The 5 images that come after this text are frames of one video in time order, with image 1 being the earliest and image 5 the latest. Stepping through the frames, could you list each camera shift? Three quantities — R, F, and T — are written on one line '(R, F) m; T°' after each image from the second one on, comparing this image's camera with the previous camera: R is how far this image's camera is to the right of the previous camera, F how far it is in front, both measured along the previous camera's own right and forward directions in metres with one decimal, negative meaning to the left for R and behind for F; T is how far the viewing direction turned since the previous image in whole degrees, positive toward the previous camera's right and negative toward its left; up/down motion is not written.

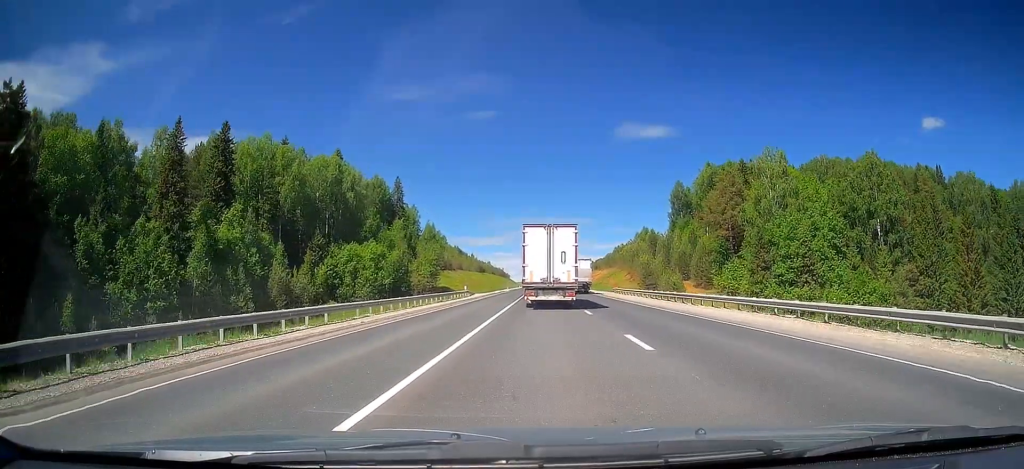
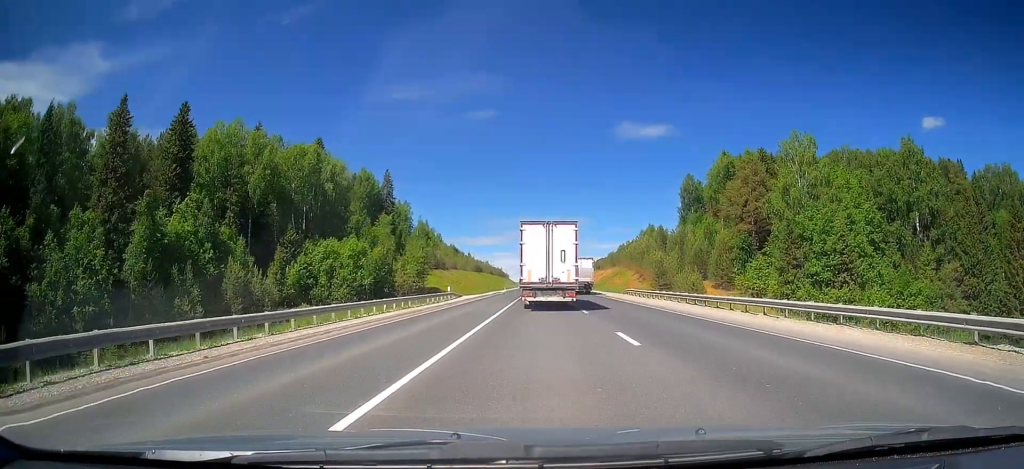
(+0.1, +11.5) m; 0°
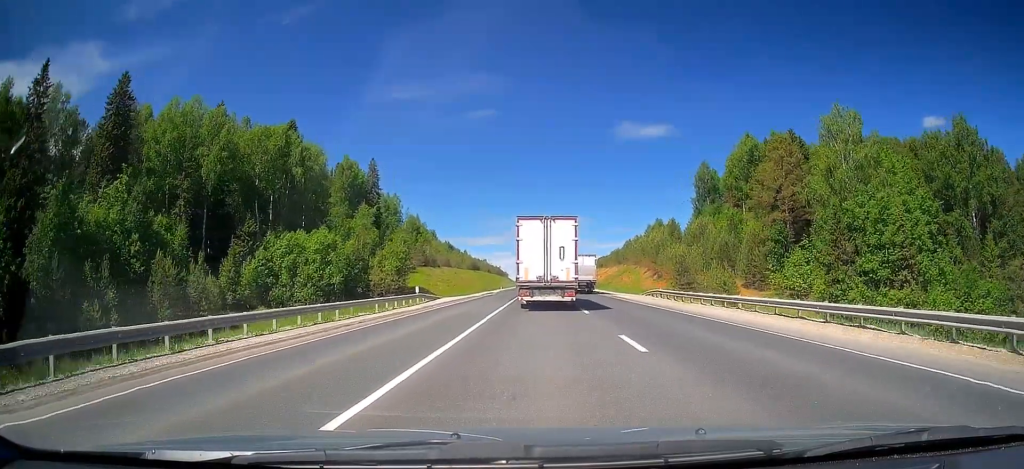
(0.0, +13.7) m; 0°
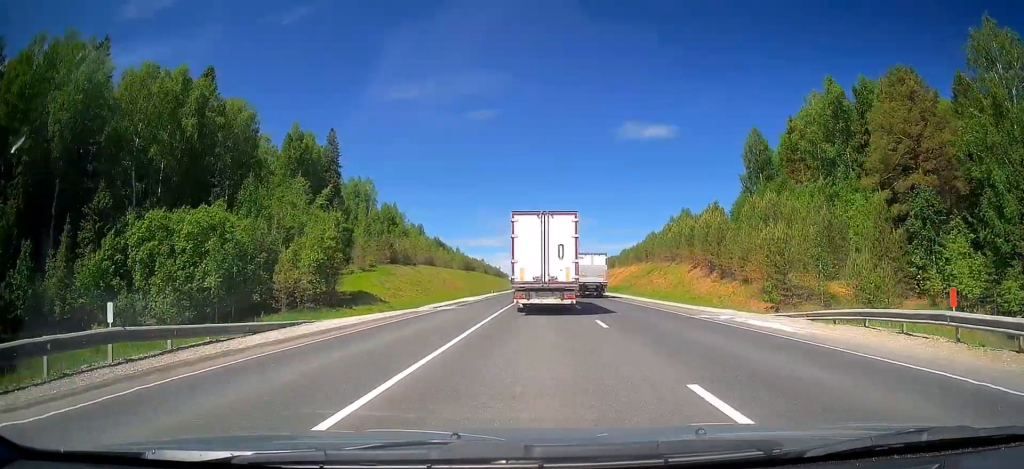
(+0.1, +31.1) m; 0°
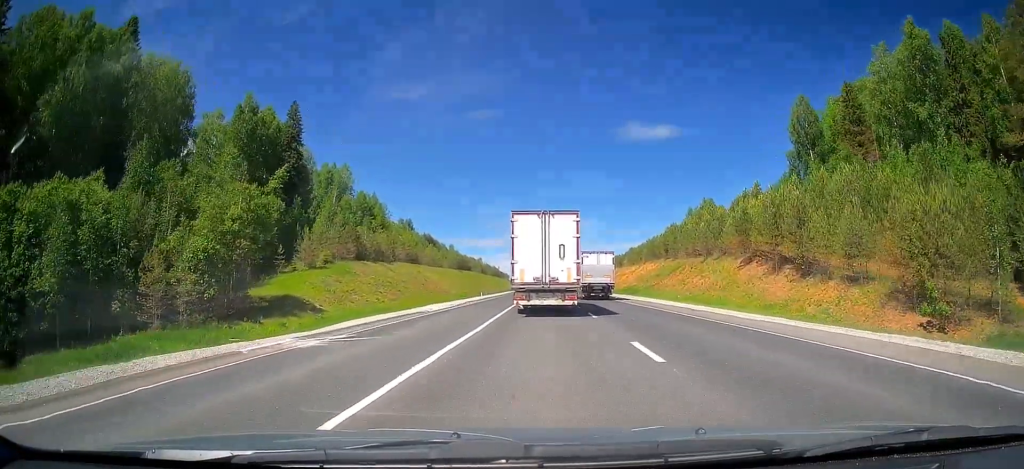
(+0.1, +19.4) m; 0°
